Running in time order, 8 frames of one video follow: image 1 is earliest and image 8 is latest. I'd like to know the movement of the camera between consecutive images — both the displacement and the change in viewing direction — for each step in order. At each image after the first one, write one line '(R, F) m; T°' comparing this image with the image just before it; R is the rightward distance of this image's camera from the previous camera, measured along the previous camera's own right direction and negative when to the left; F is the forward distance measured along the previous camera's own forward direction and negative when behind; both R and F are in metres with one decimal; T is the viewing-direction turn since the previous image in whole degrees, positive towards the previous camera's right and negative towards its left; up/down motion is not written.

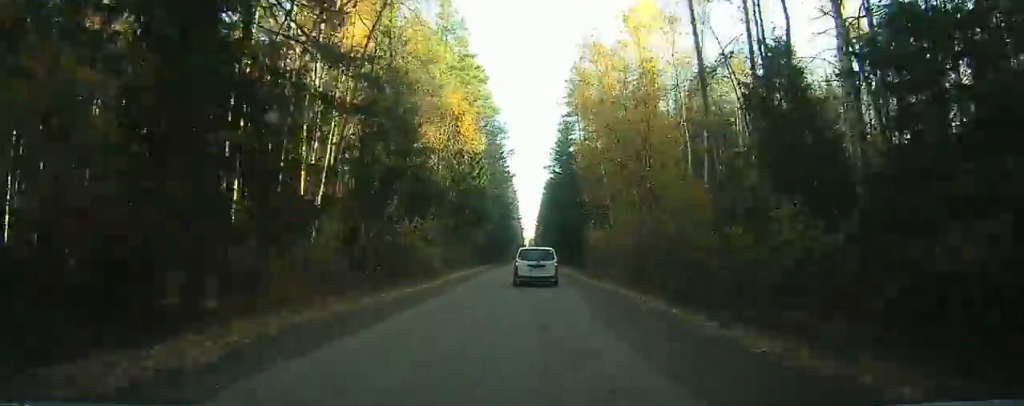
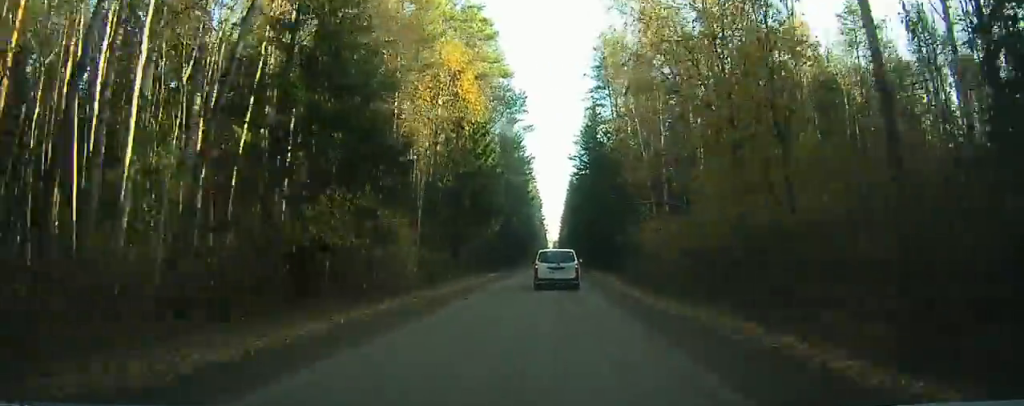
(+0.2, +14.0) m; 0°
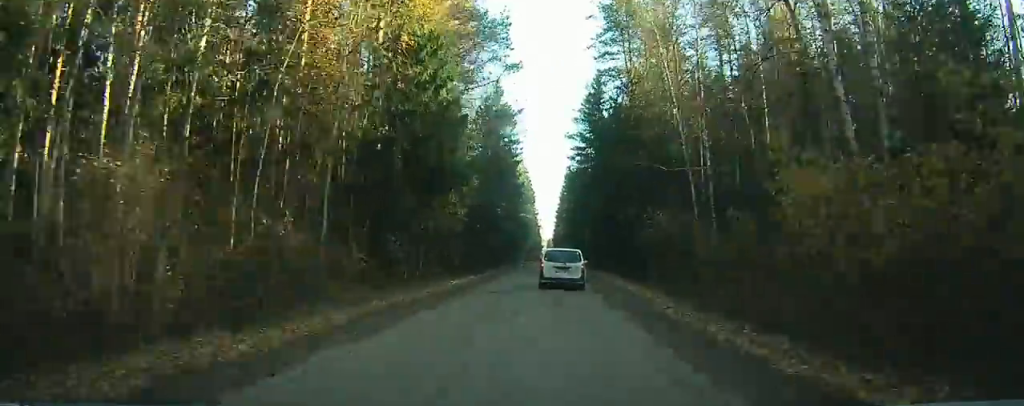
(-0.1, +17.7) m; -1°
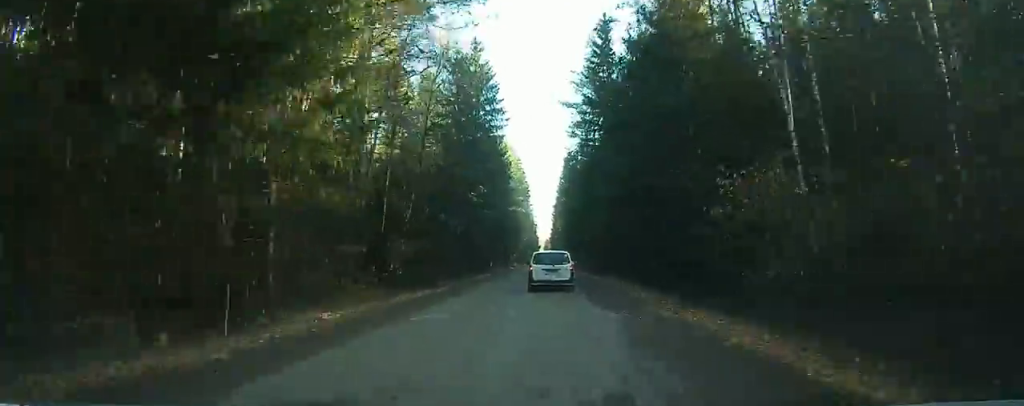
(-0.3, +17.7) m; -2°
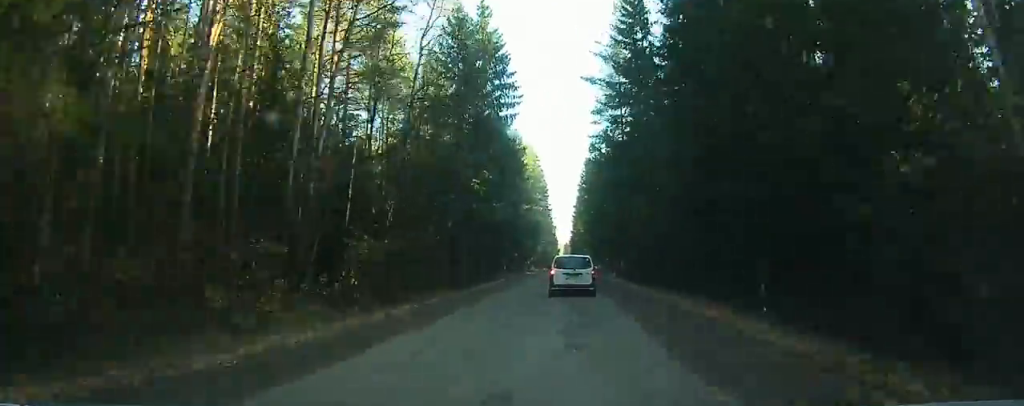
(-0.1, +9.7) m; -1°
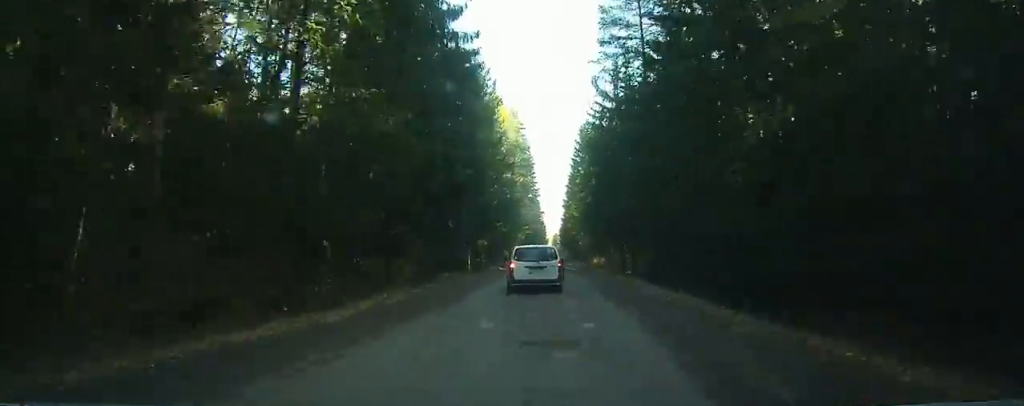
(-0.1, +19.3) m; -1°
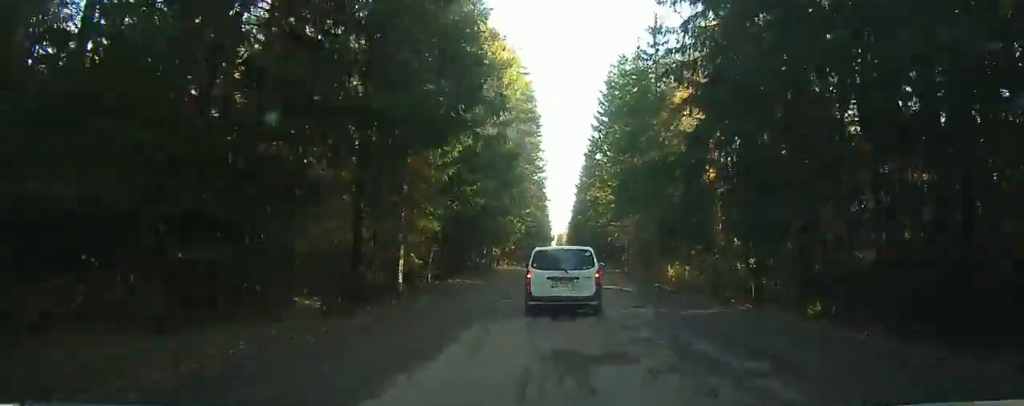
(-0.5, +27.2) m; 0°
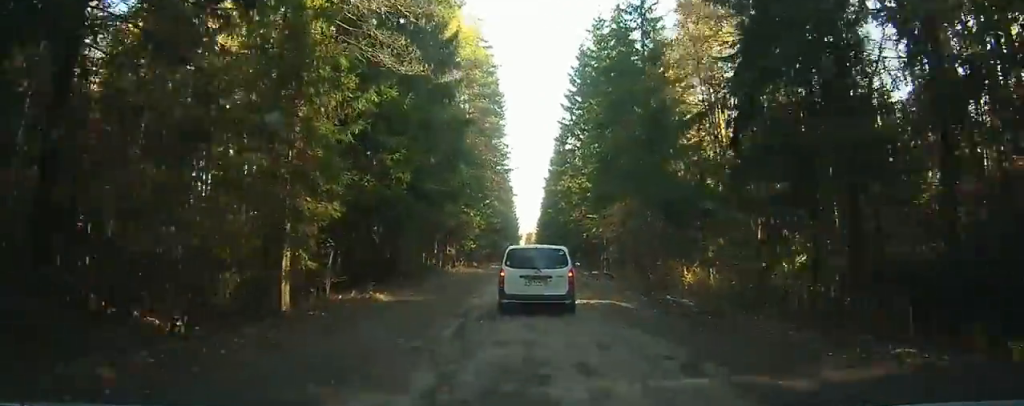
(+0.2, +10.2) m; +4°
